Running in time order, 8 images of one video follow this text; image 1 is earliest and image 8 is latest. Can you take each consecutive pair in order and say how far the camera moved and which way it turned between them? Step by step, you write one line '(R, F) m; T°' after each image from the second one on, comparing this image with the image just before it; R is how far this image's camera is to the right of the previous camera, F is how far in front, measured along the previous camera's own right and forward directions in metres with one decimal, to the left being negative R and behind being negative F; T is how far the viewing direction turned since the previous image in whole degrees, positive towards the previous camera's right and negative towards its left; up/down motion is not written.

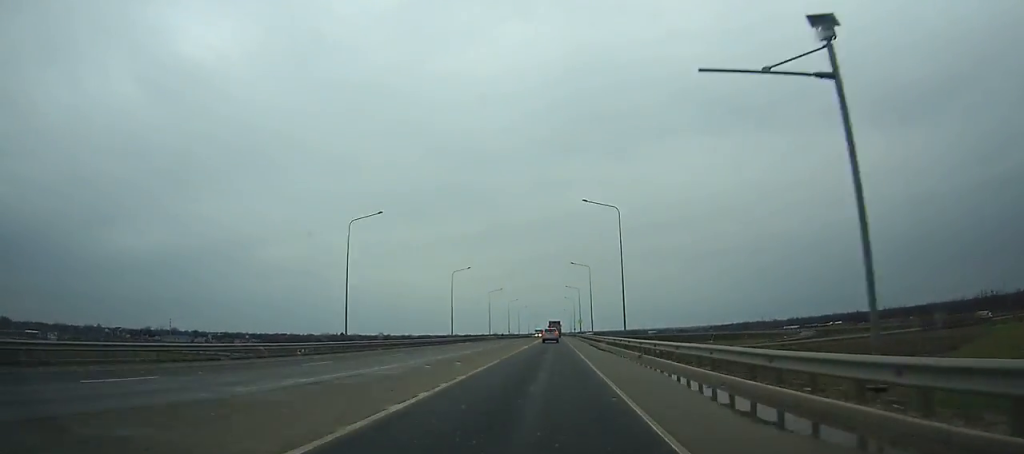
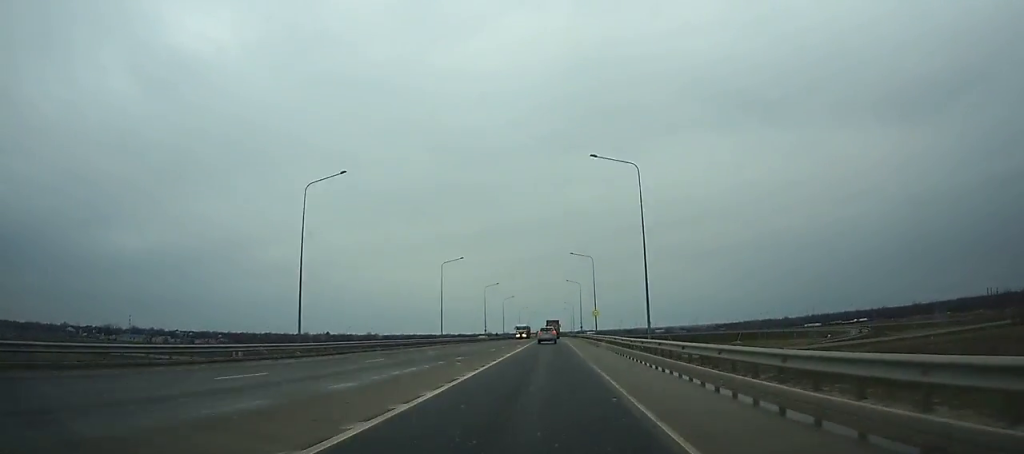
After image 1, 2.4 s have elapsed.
(0.0, +54.5) m; 0°
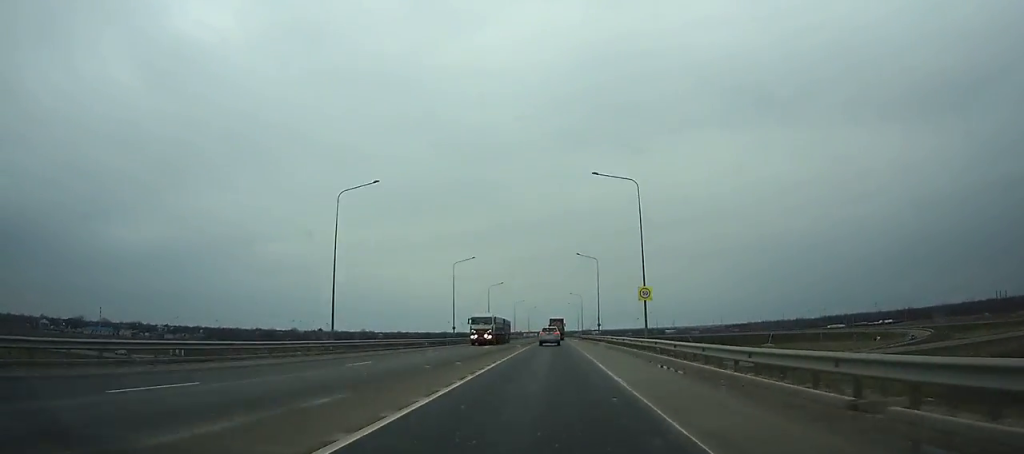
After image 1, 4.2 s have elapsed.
(0.0, +39.4) m; 0°
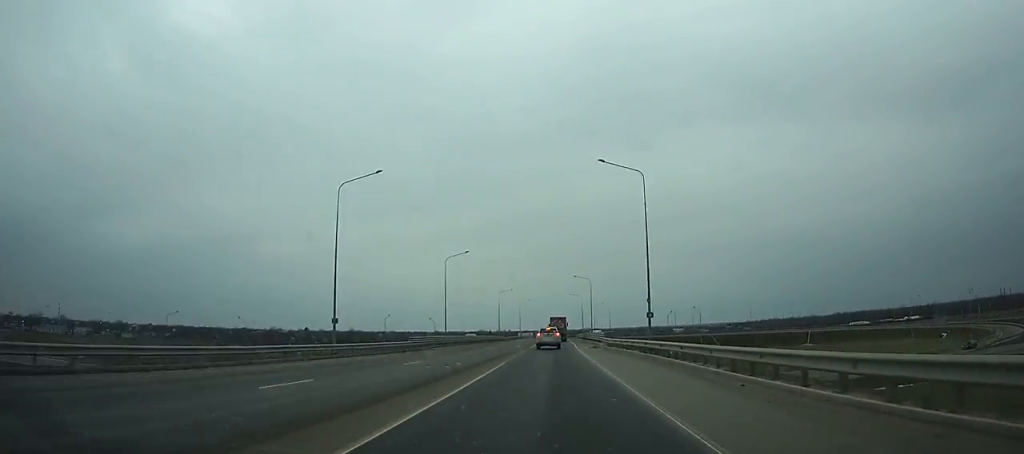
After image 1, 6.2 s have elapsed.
(+0.2, +40.8) m; 0°
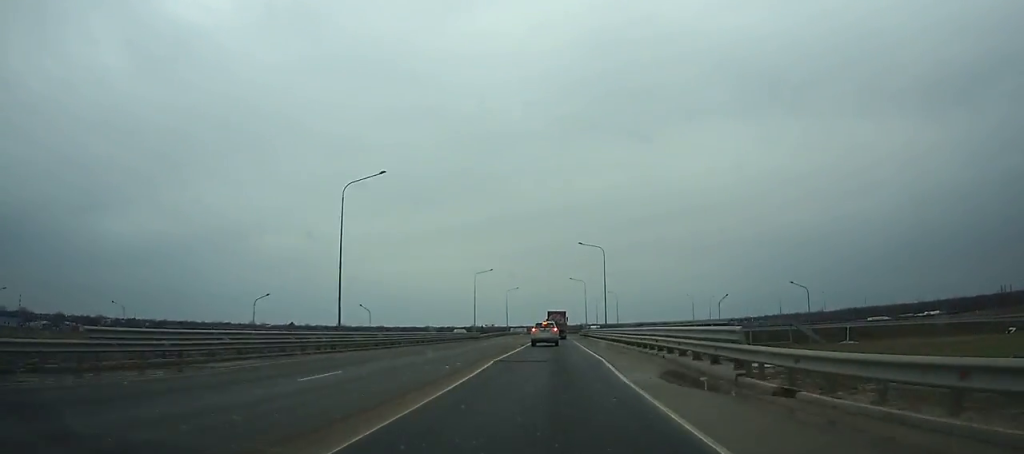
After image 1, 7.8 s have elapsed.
(+0.1, +30.5) m; 0°
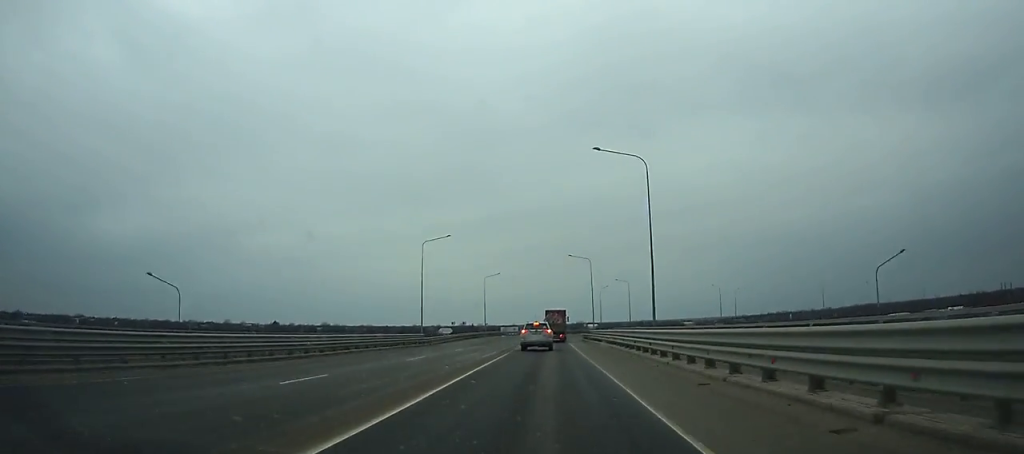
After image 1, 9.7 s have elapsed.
(+0.2, +34.3) m; 0°
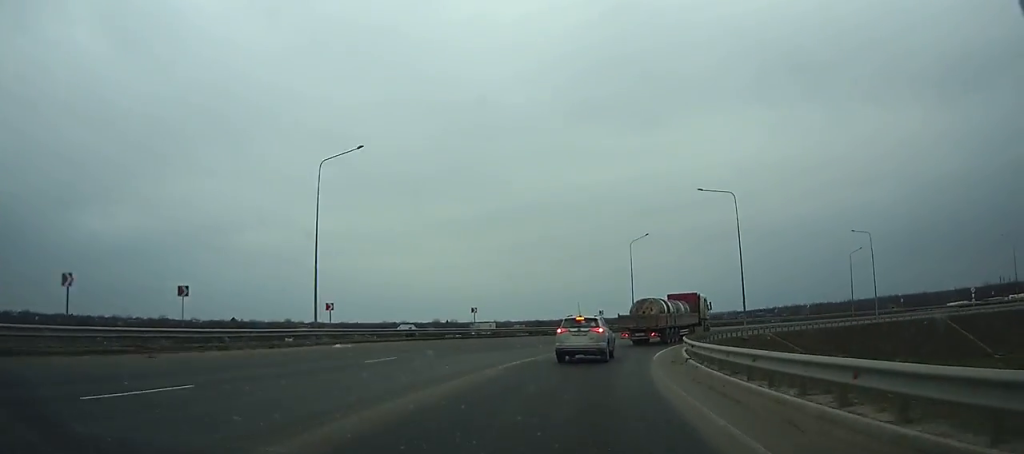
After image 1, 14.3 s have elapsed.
(+3.1, +67.3) m; +12°
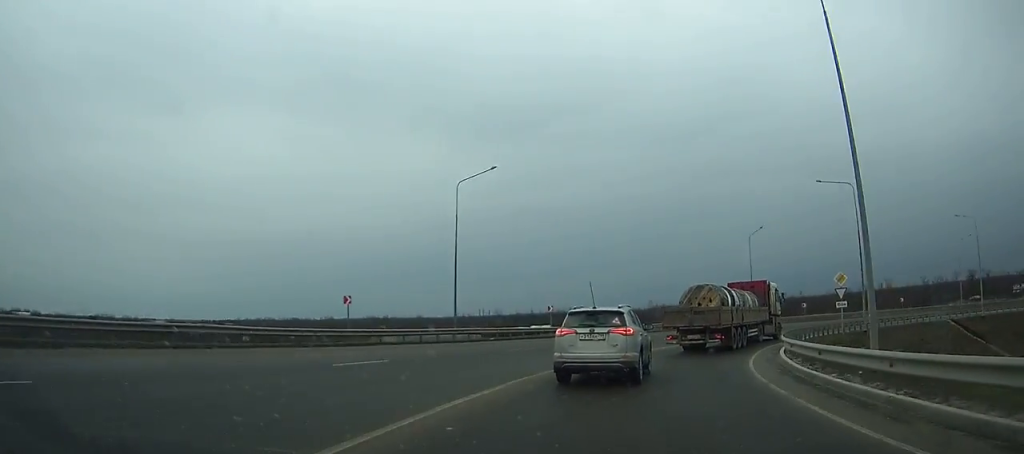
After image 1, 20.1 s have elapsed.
(+21.0, +54.9) m; +54°
